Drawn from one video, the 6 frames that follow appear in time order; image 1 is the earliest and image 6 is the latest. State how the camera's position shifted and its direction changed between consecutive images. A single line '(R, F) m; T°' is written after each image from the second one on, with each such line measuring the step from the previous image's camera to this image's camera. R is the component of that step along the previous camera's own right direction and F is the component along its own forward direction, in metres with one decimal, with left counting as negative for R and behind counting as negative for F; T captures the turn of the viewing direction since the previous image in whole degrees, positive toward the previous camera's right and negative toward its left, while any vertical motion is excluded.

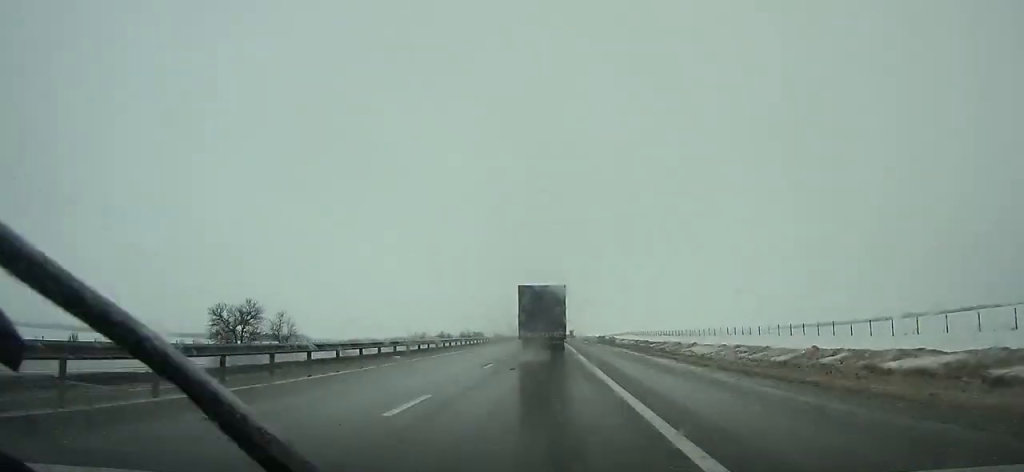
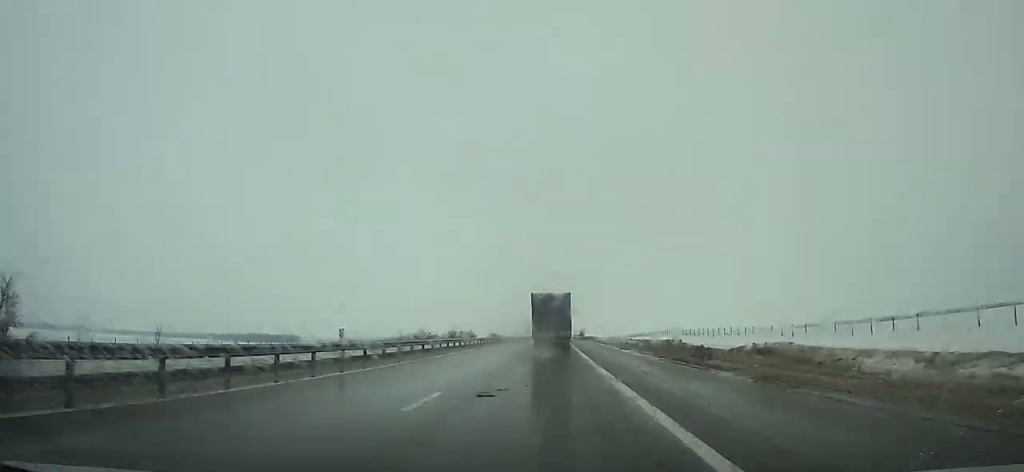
(+0.1, +47.6) m; 0°
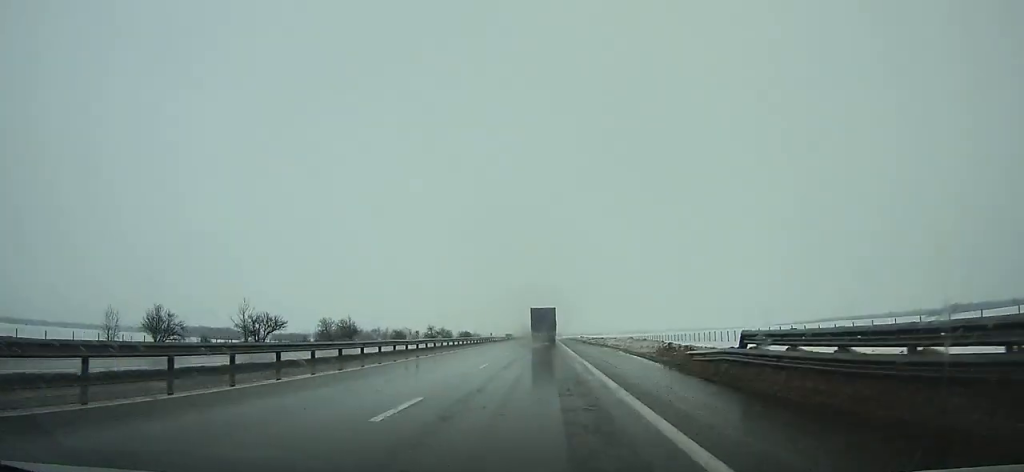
(-0.4, +146.7) m; -1°
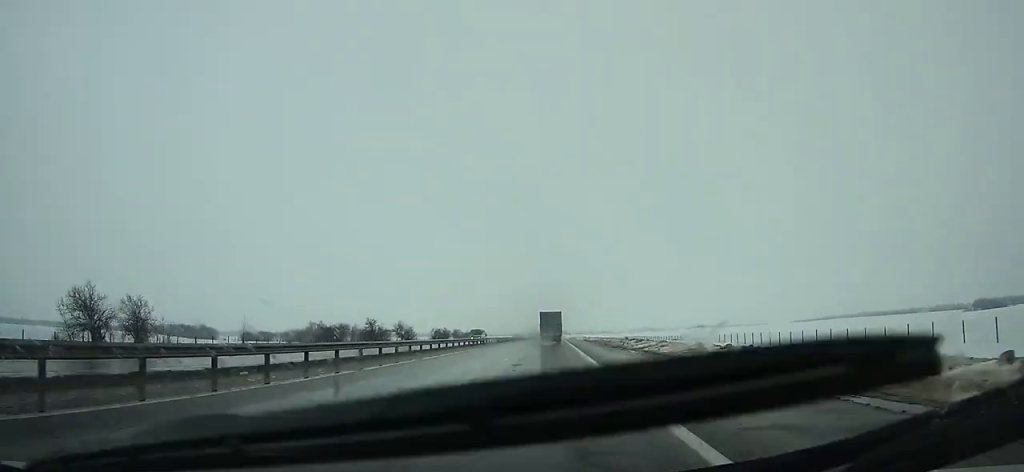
(-0.1, +67.2) m; 0°
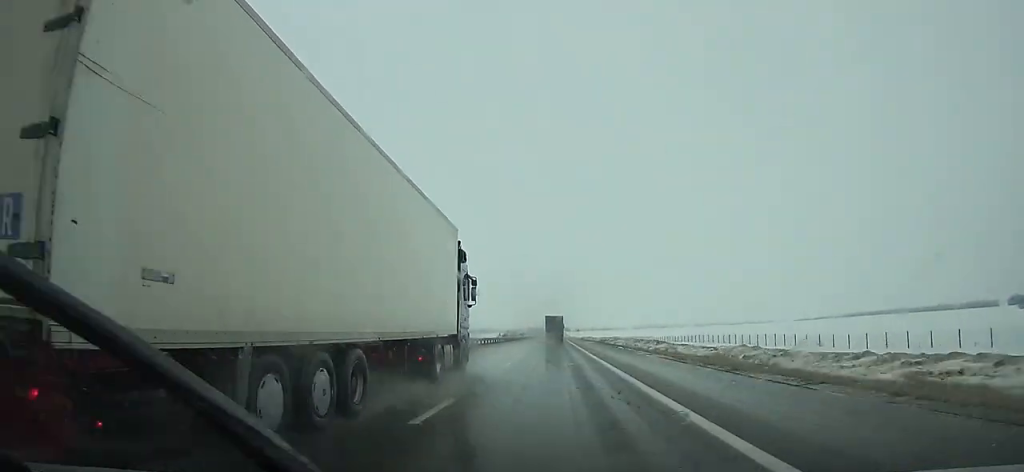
(+0.4, +102.2) m; +1°
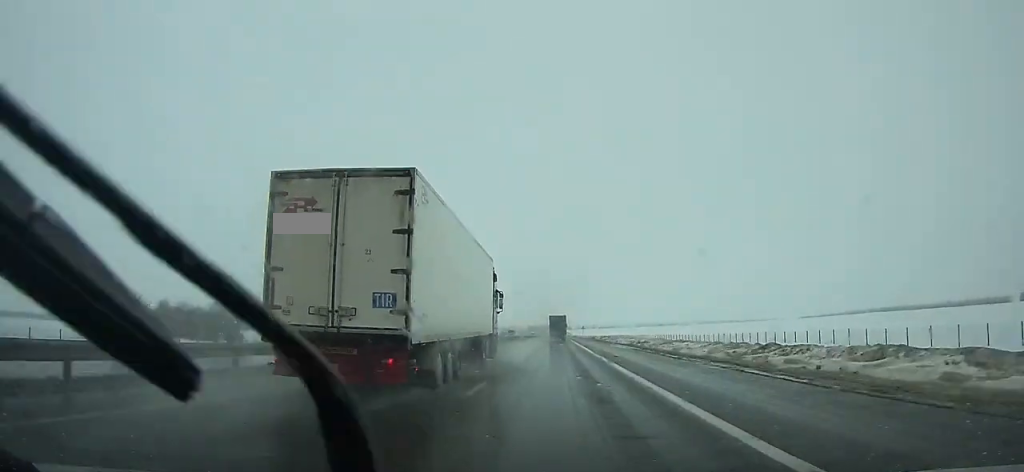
(0.0, +32.7) m; 0°
